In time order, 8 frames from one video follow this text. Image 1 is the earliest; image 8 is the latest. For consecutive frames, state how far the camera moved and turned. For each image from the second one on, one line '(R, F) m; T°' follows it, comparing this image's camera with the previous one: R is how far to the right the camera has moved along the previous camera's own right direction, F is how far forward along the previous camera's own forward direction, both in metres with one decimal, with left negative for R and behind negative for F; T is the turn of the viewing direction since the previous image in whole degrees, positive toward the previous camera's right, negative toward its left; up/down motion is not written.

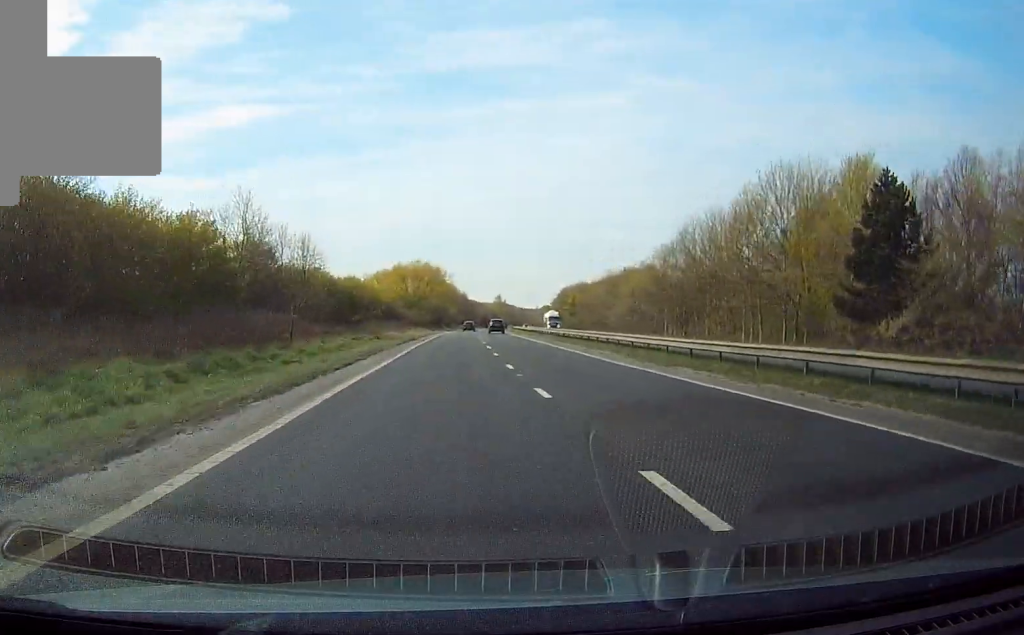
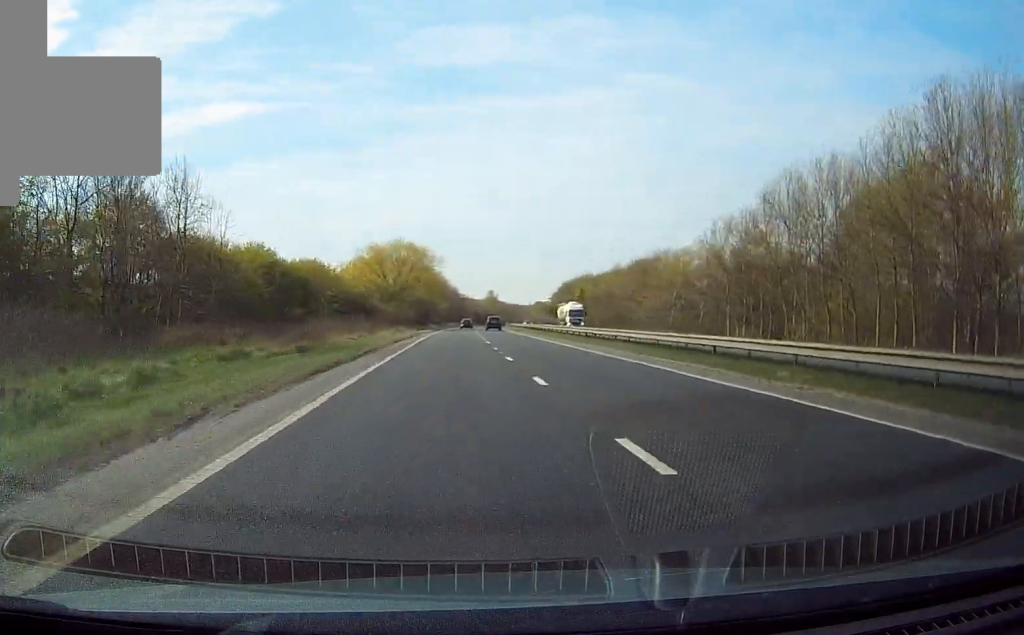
(+0.3, +25.0) m; +1°
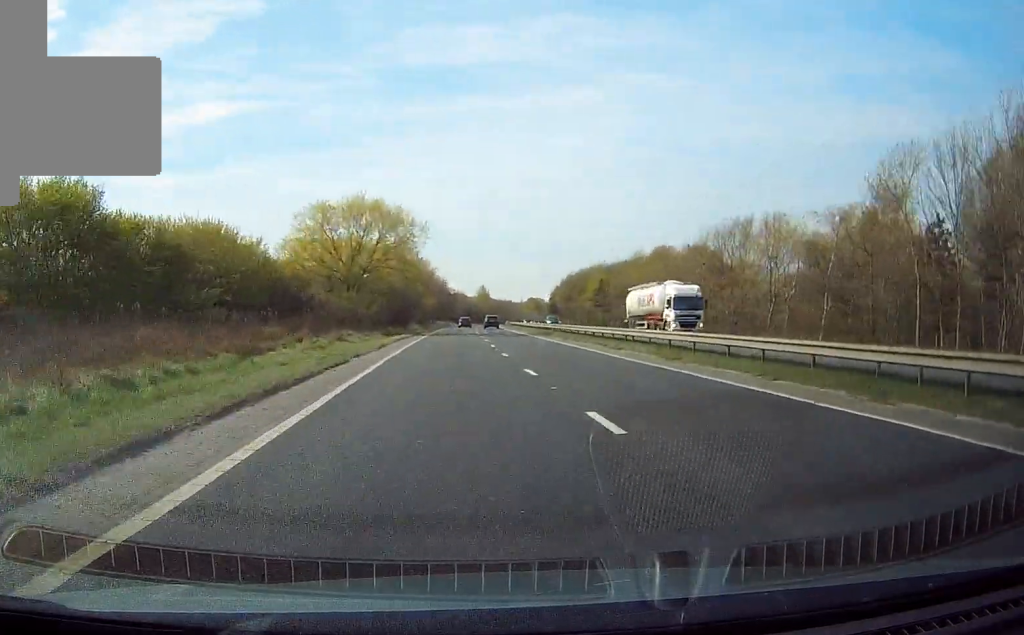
(+0.1, +33.6) m; +1°
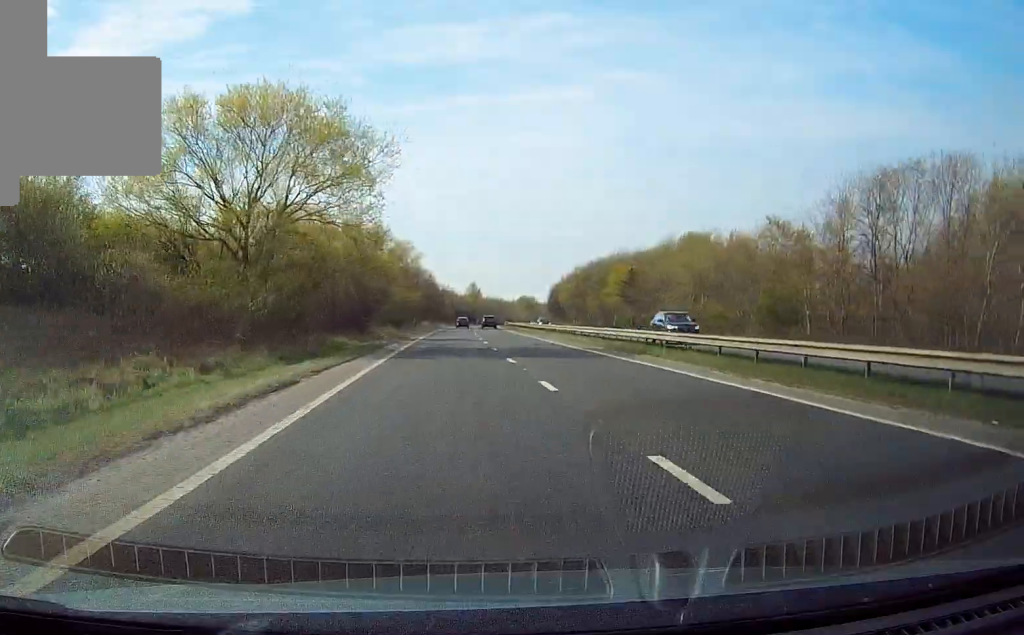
(+0.3, +30.3) m; +1°
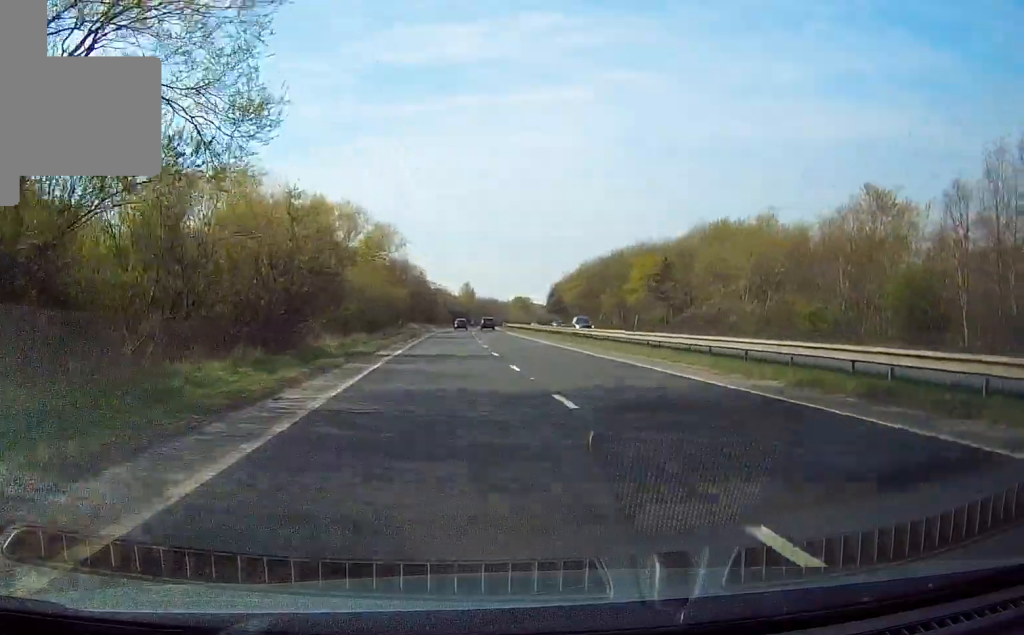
(0.0, +20.4) m; 0°
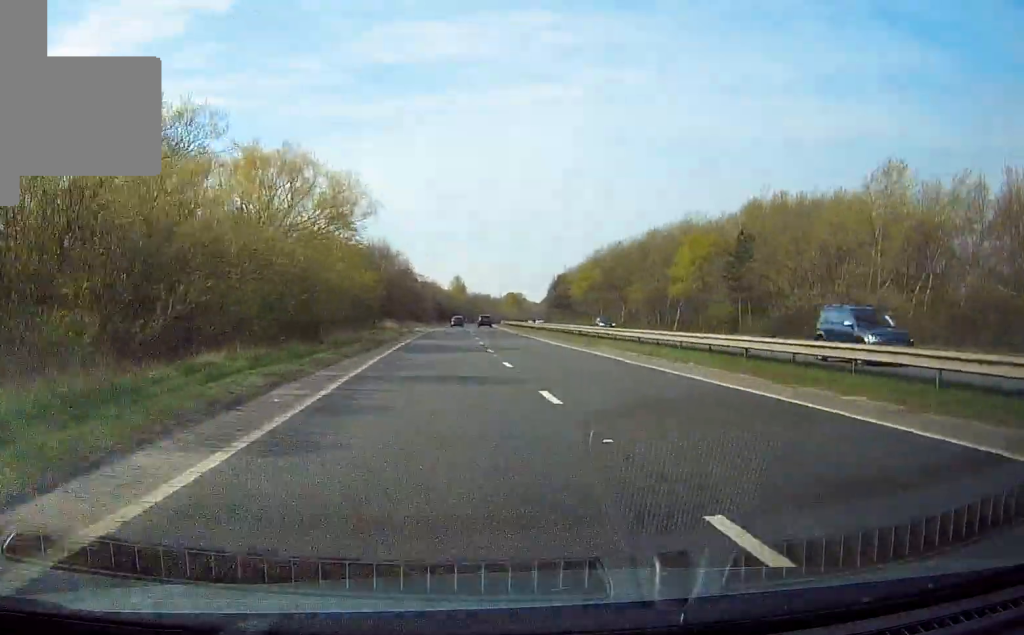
(+0.2, +26.0) m; 0°
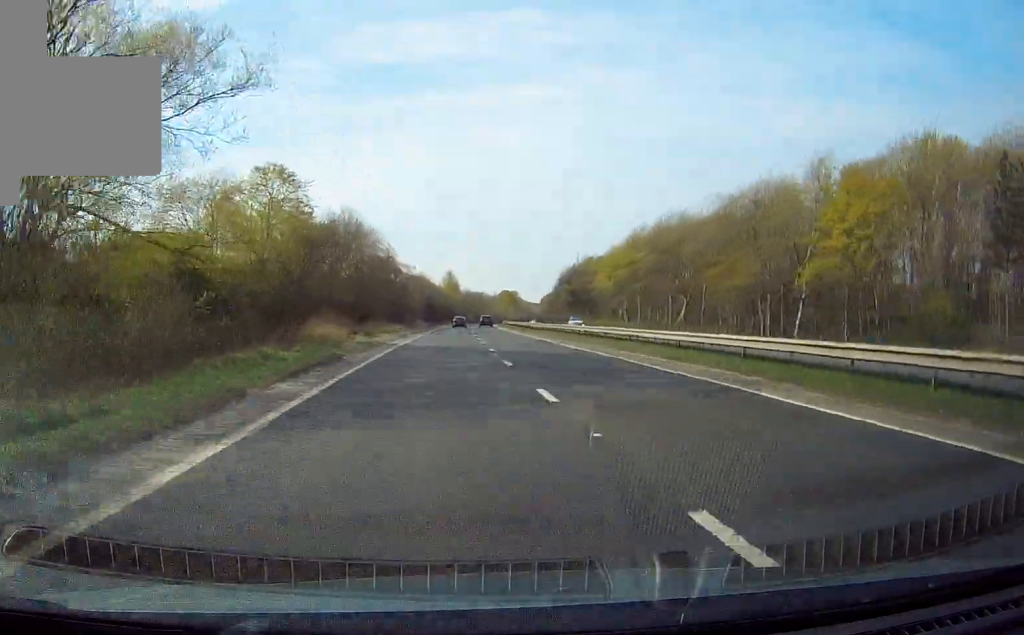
(+0.1, +35.2) m; +1°
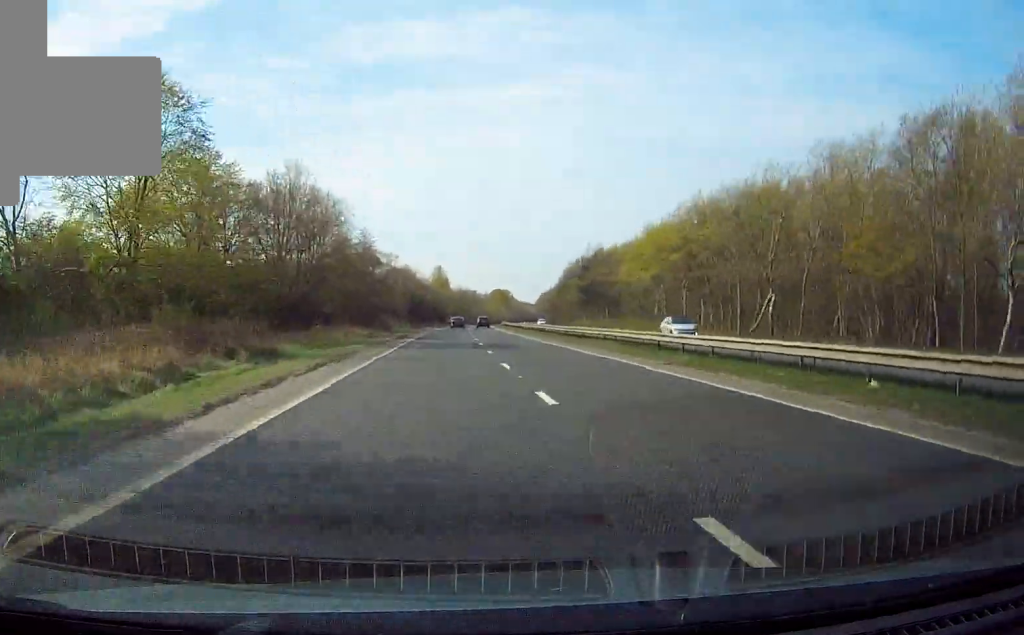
(+0.3, +26.6) m; +1°
